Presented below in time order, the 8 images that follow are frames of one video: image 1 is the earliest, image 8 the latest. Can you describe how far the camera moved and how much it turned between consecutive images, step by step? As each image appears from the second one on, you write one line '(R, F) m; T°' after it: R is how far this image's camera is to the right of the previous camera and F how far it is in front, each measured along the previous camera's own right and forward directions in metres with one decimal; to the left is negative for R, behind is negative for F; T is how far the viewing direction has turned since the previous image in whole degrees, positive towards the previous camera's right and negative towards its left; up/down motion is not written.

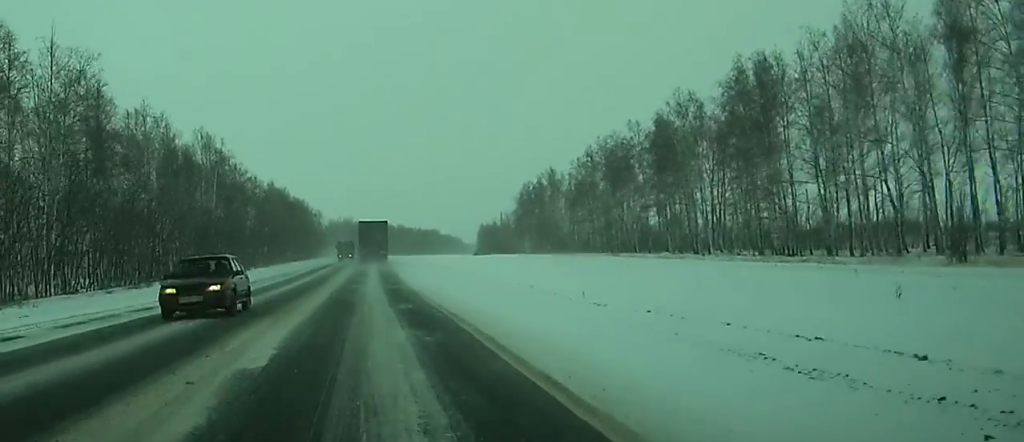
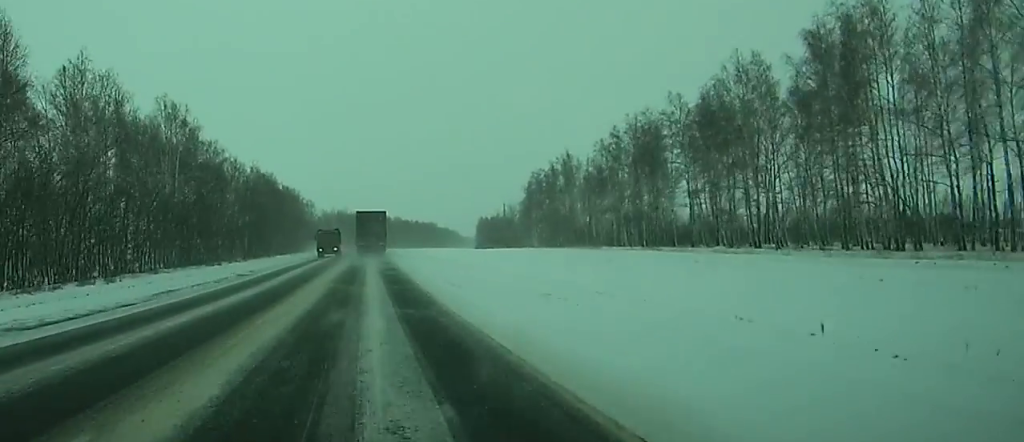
(0.0, +20.7) m; 0°
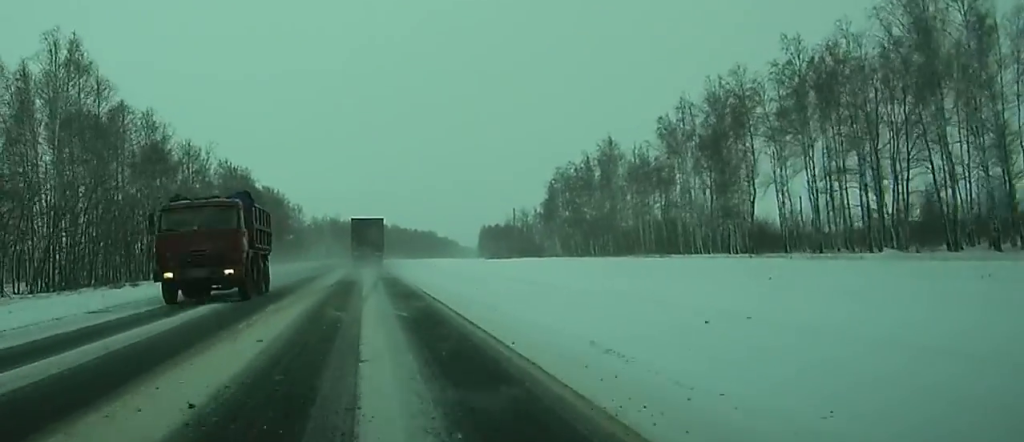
(+0.1, +36.2) m; 0°
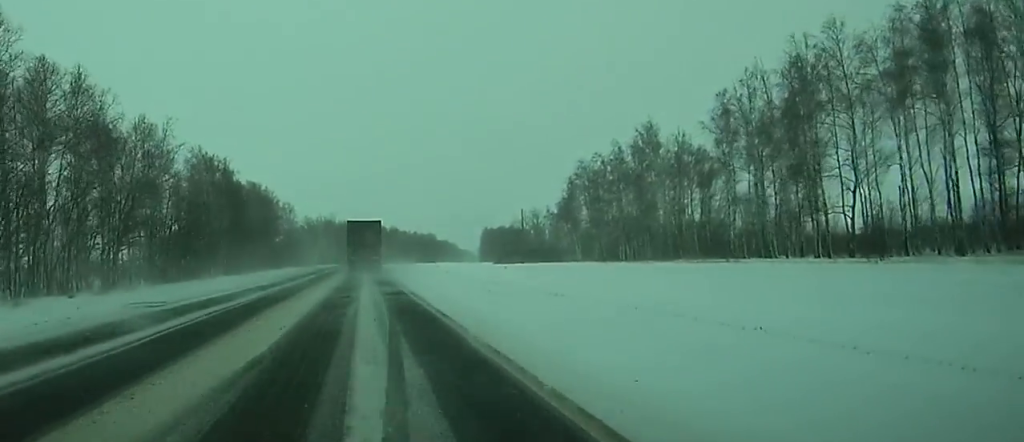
(0.0, +22.7) m; 0°
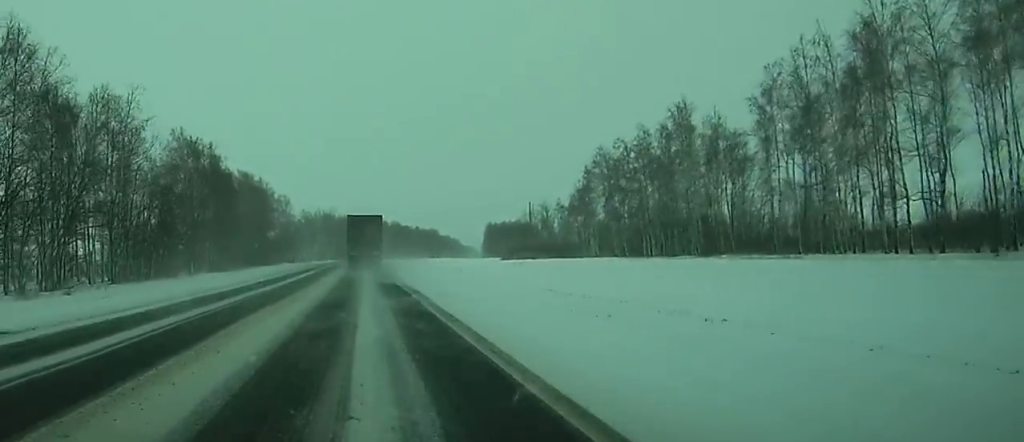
(0.0, +13.7) m; 0°
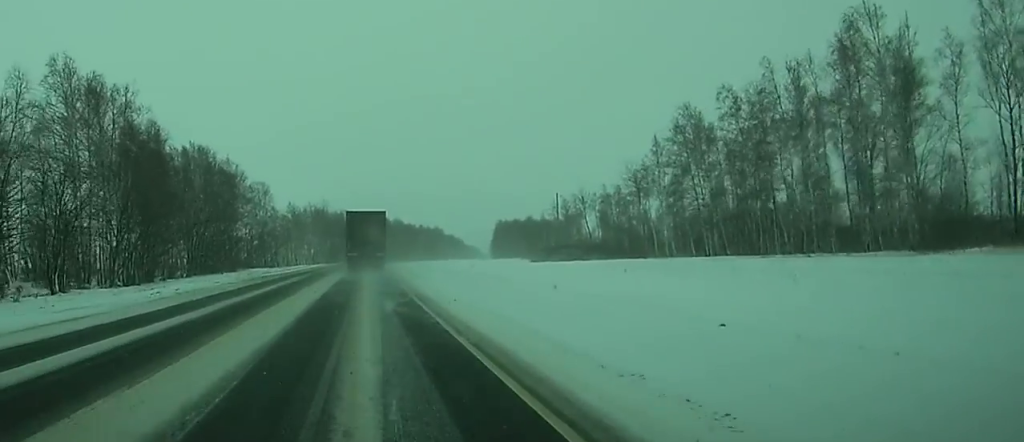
(+0.1, +45.4) m; 0°
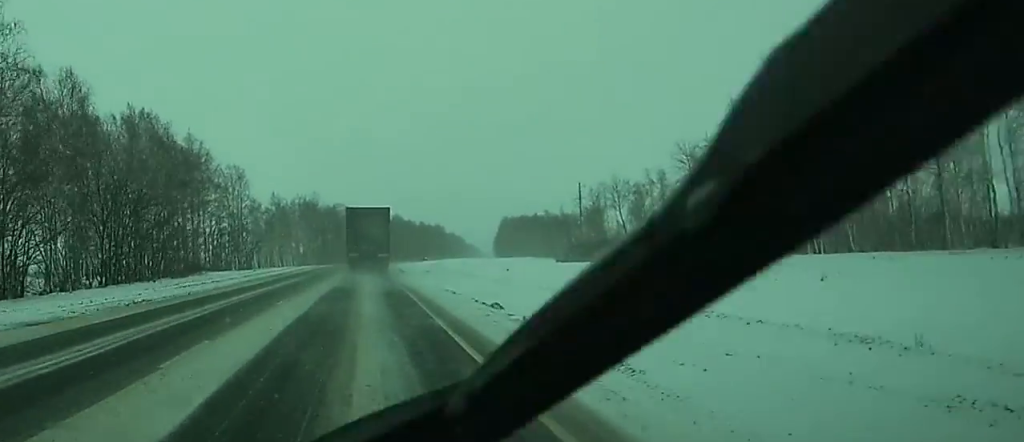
(0.0, +31.5) m; 0°
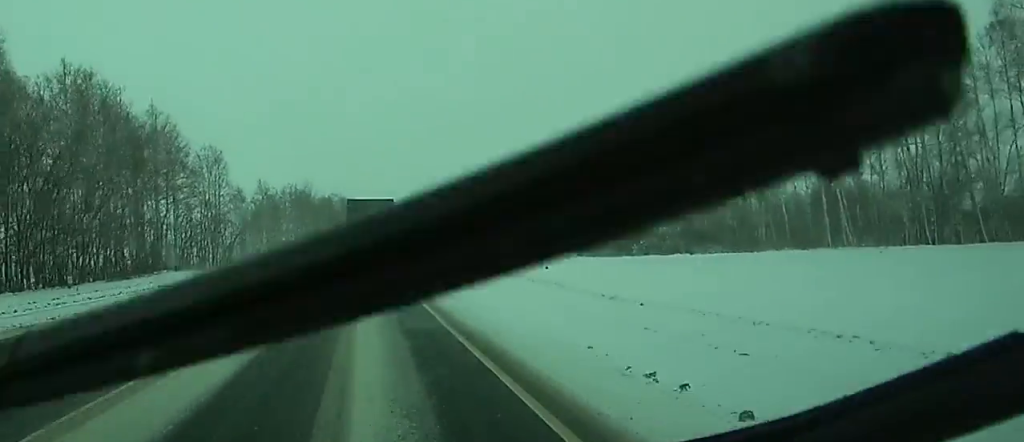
(0.0, +20.5) m; 0°
